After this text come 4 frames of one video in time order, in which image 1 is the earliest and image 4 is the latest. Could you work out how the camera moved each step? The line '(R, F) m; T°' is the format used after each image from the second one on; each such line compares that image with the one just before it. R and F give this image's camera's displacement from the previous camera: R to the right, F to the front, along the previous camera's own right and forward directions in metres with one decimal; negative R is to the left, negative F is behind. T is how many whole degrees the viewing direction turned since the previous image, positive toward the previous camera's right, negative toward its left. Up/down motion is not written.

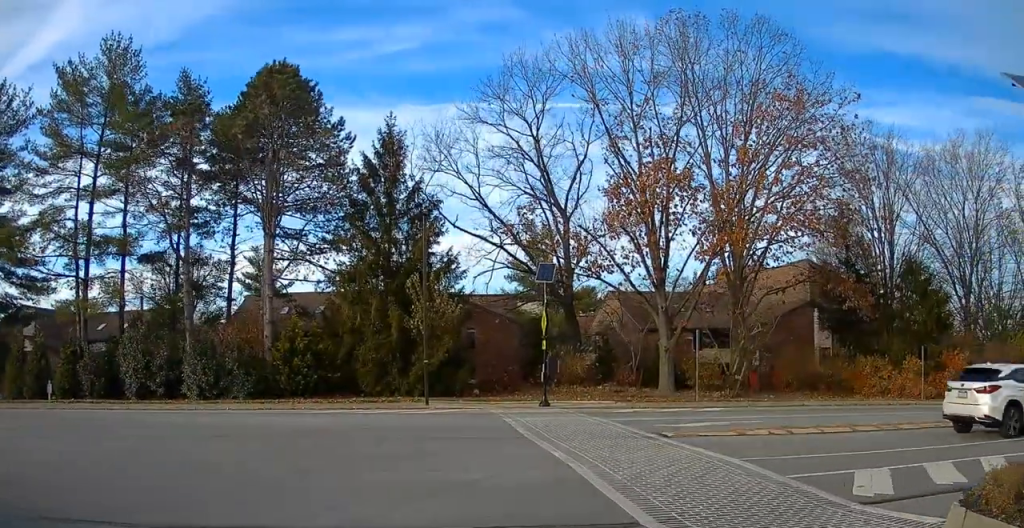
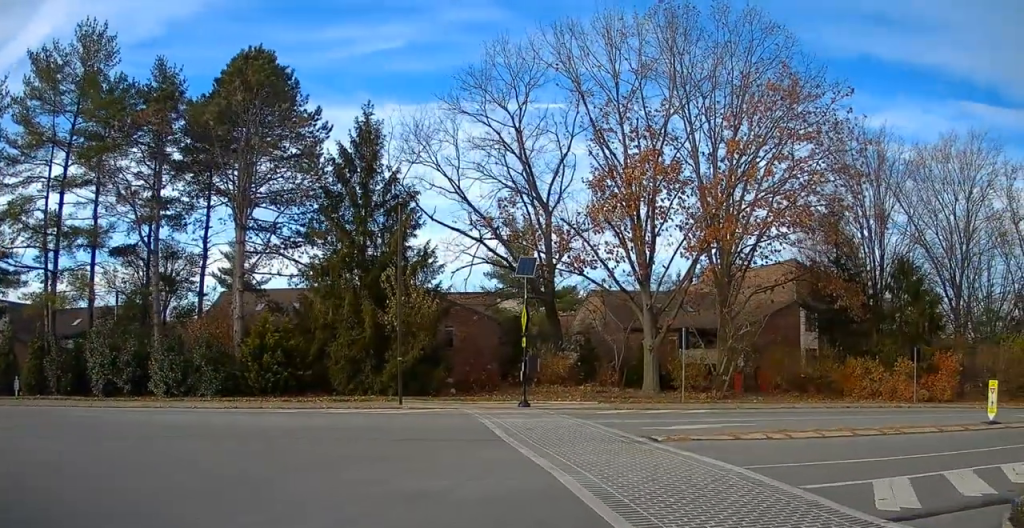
(+0.1, +1.6) m; +1°
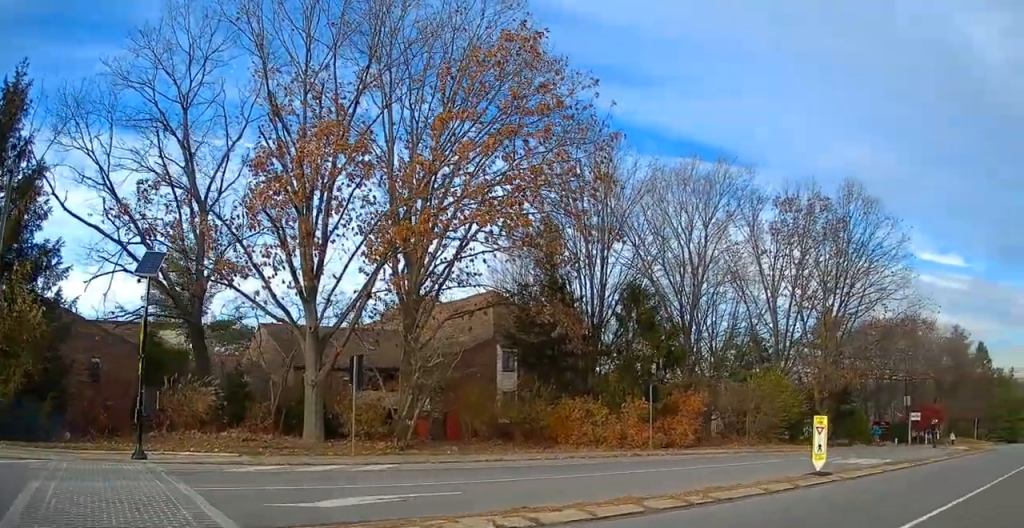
(+2.3, +6.3) m; +46°
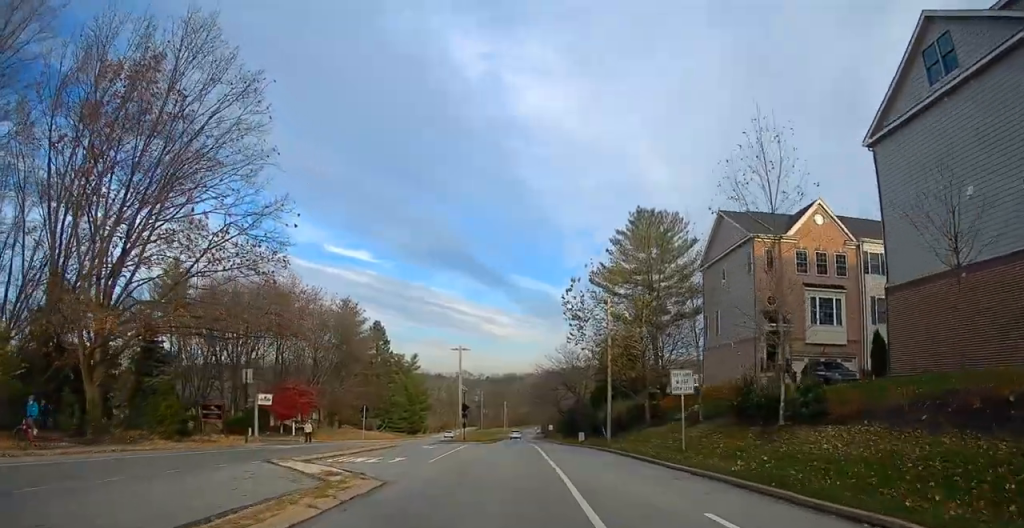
(+7.7, +16.5) m; +40°
